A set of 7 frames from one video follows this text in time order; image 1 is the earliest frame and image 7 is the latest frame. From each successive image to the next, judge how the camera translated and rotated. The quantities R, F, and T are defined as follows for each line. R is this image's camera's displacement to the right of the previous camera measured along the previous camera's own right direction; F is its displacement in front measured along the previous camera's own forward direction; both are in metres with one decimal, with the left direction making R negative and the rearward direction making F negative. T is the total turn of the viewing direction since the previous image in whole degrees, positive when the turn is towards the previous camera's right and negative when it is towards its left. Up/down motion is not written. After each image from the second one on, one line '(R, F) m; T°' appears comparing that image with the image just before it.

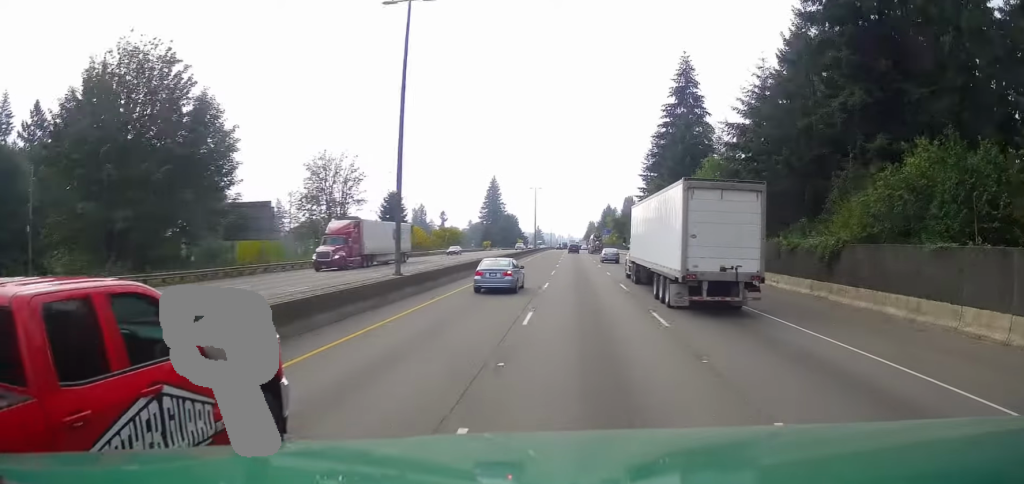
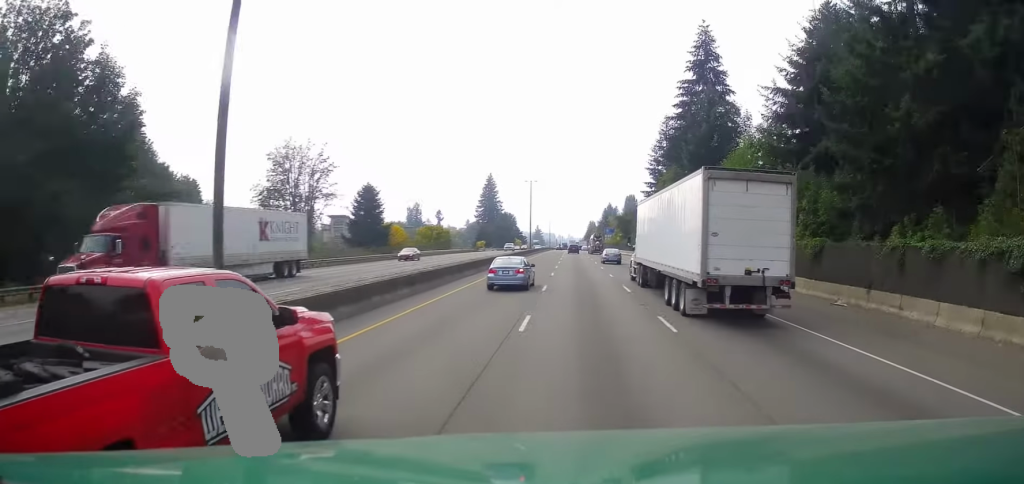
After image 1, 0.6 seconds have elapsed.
(+0.3, +12.8) m; 0°
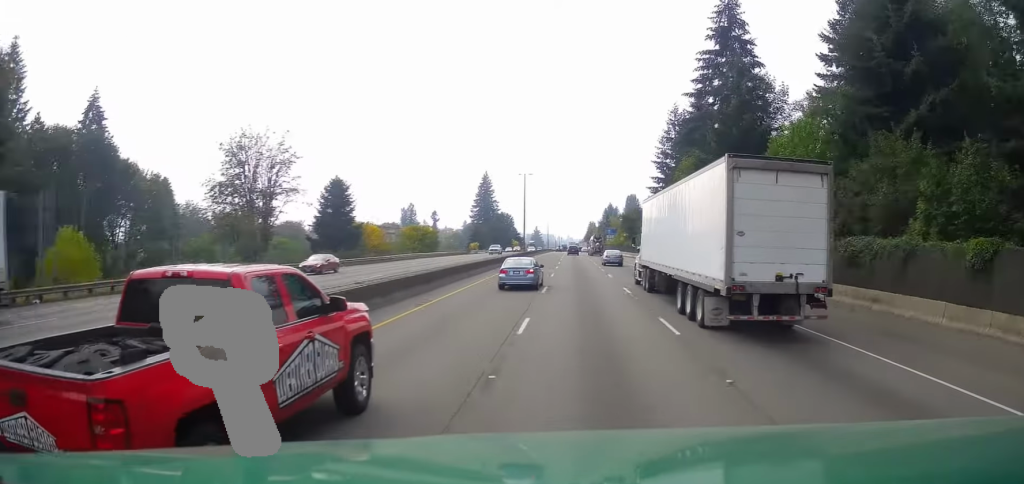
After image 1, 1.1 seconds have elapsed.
(-0.2, +12.1) m; 0°
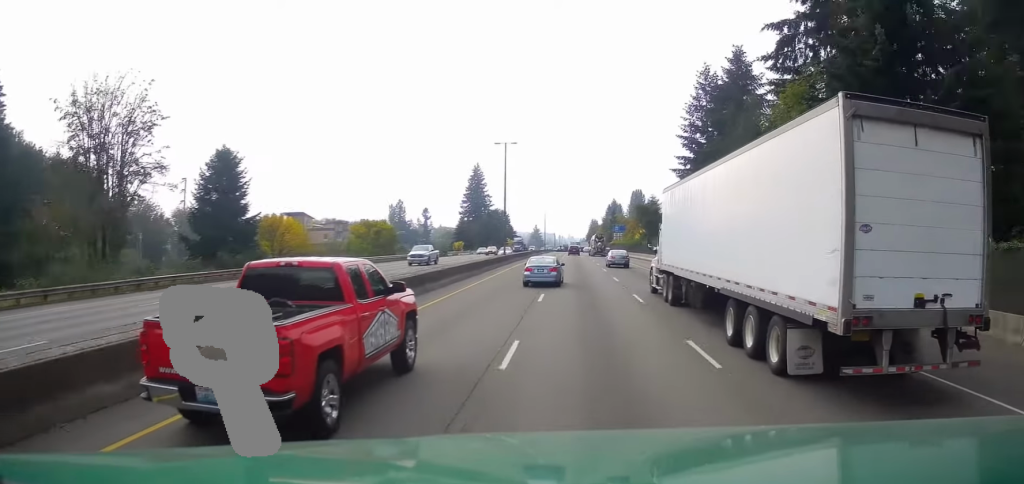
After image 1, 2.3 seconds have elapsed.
(-0.1, +27.2) m; +1°
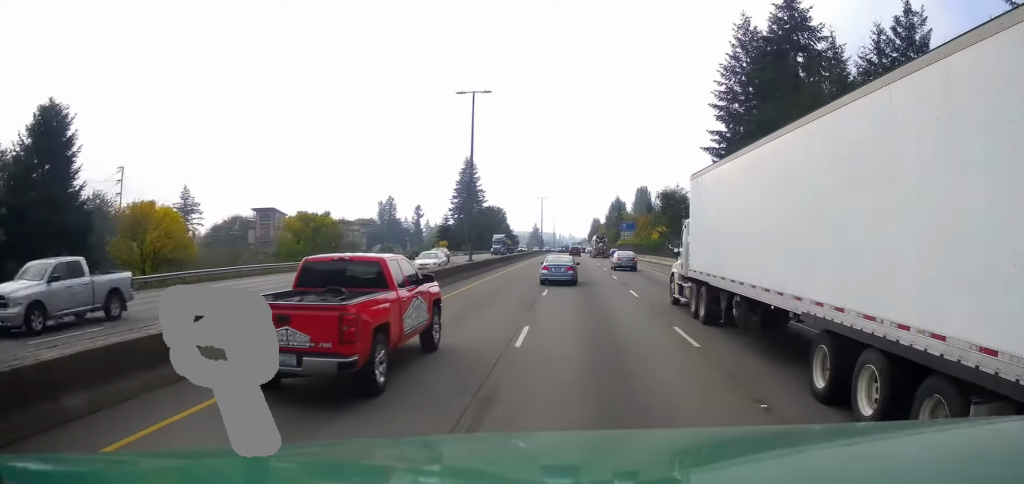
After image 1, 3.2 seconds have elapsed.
(+0.3, +21.3) m; 0°
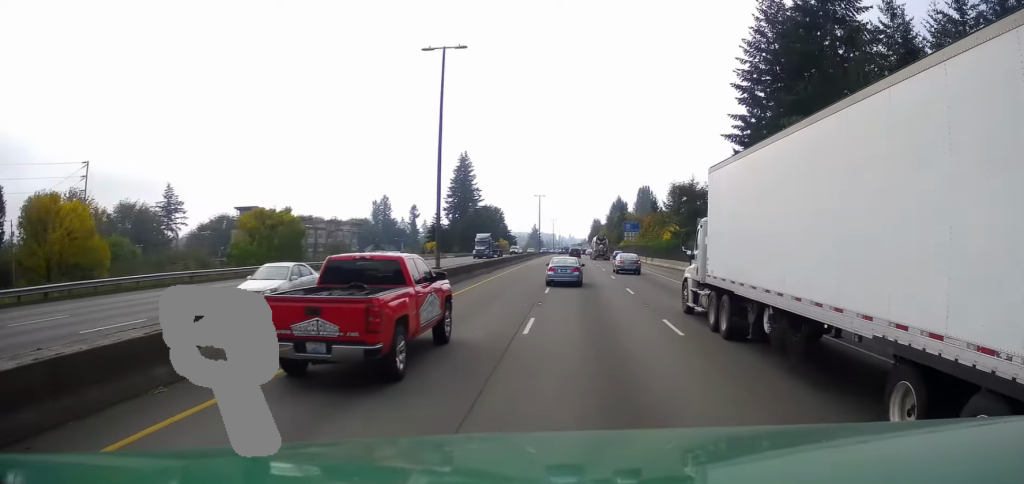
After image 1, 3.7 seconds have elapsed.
(+0.2, +9.9) m; 0°
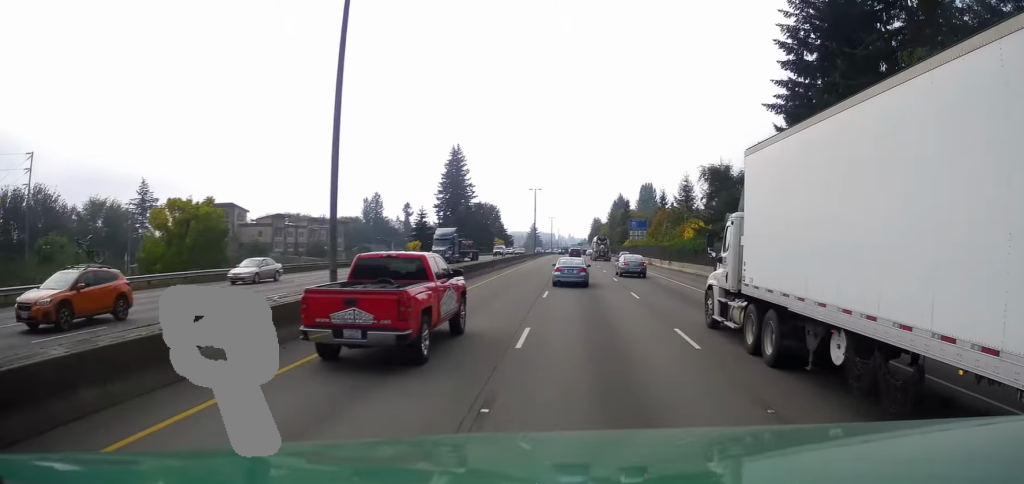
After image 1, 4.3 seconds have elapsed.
(-0.4, +13.8) m; -1°
